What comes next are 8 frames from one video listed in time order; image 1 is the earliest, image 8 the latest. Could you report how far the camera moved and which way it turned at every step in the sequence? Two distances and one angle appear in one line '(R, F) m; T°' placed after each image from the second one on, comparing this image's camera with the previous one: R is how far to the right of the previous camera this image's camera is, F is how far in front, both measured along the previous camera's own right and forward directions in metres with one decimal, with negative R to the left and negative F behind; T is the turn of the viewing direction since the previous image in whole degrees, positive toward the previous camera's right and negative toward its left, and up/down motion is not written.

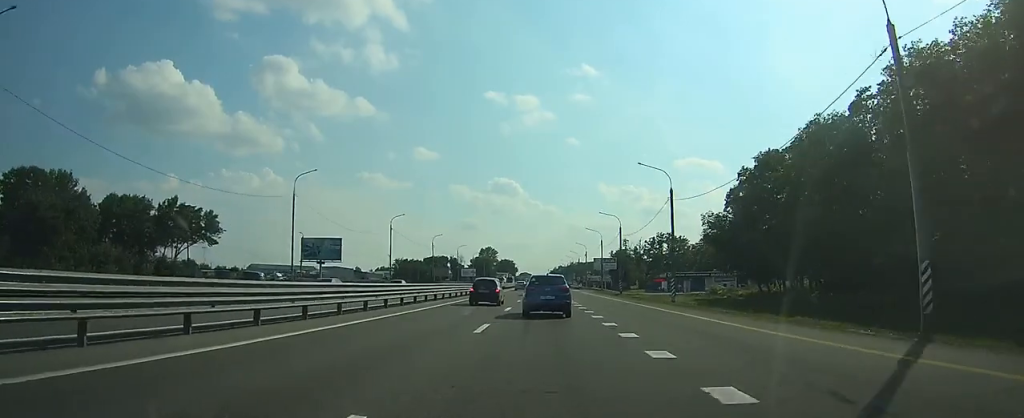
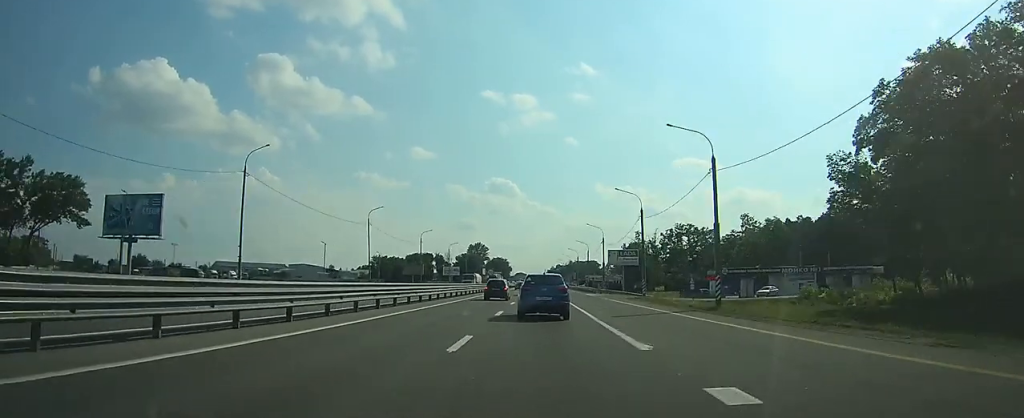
(0.0, +41.2) m; 0°
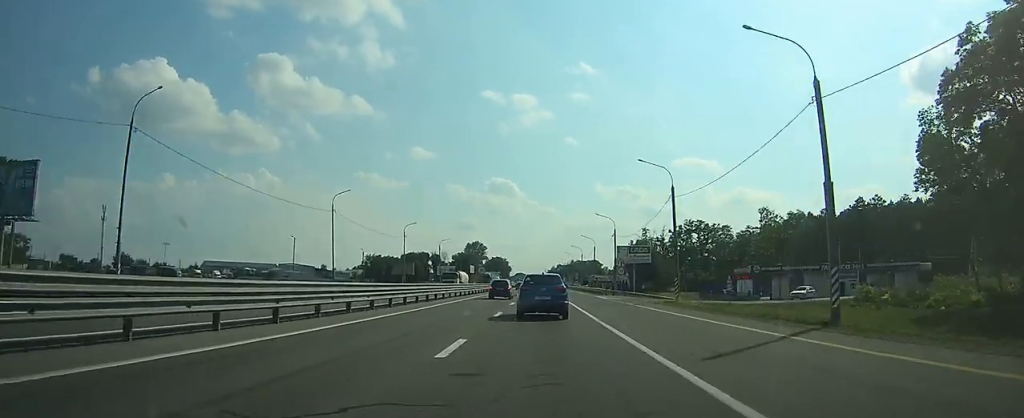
(0.0, +13.5) m; 0°
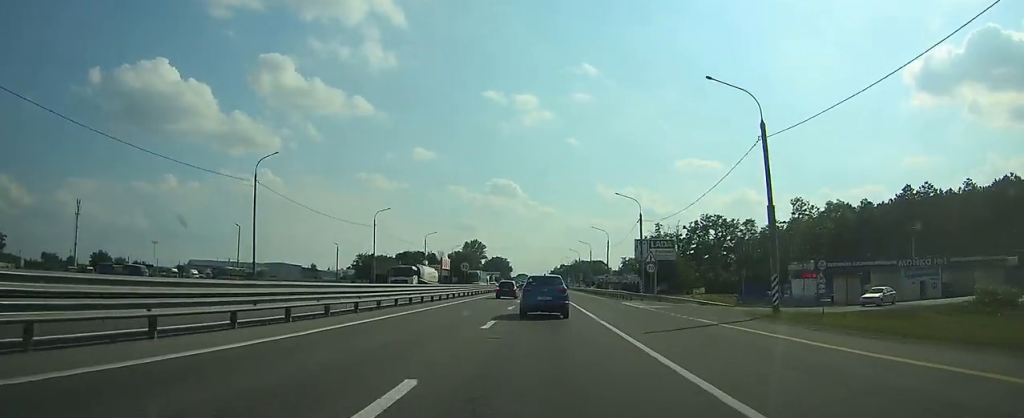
(0.0, +18.4) m; 0°
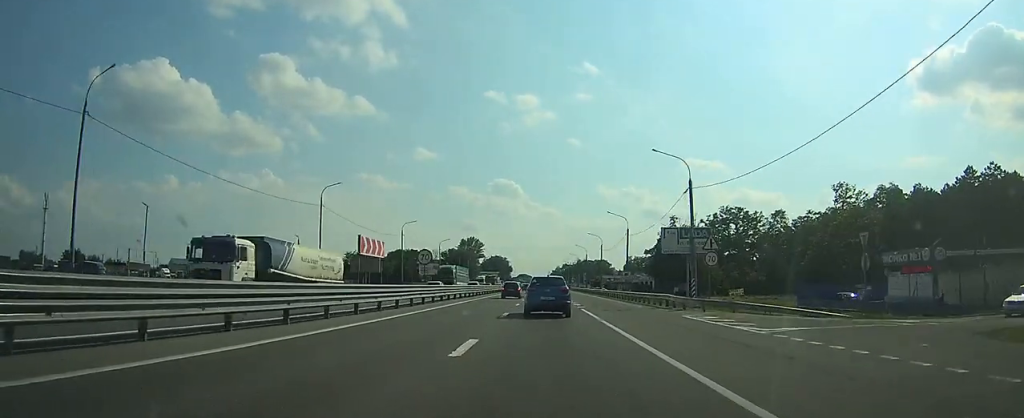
(+0.1, +19.4) m; 0°
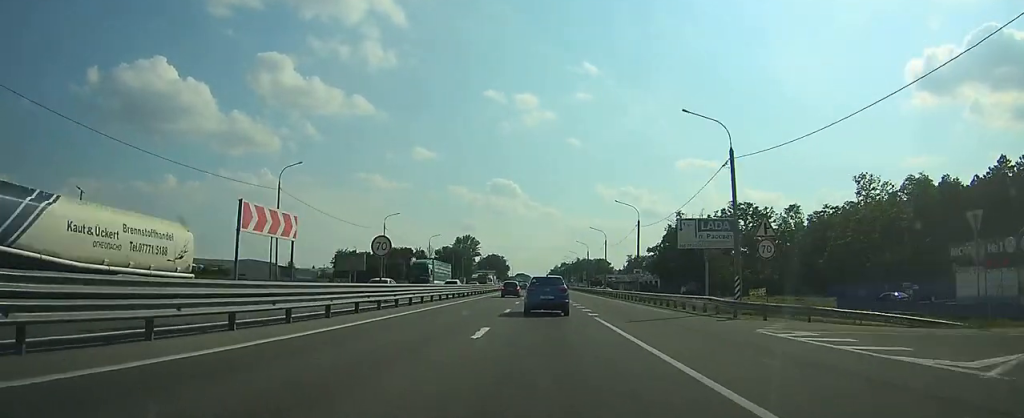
(-0.1, +9.1) m; 0°
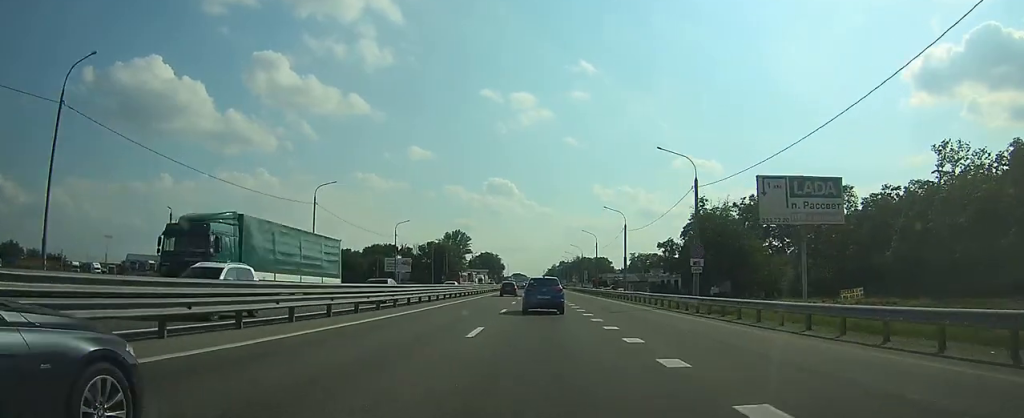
(-0.1, +24.2) m; 0°
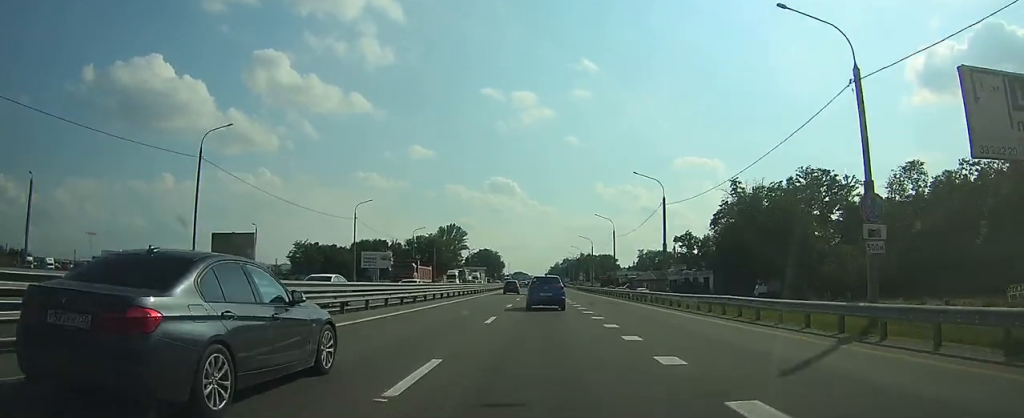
(0.0, +20.3) m; 0°
